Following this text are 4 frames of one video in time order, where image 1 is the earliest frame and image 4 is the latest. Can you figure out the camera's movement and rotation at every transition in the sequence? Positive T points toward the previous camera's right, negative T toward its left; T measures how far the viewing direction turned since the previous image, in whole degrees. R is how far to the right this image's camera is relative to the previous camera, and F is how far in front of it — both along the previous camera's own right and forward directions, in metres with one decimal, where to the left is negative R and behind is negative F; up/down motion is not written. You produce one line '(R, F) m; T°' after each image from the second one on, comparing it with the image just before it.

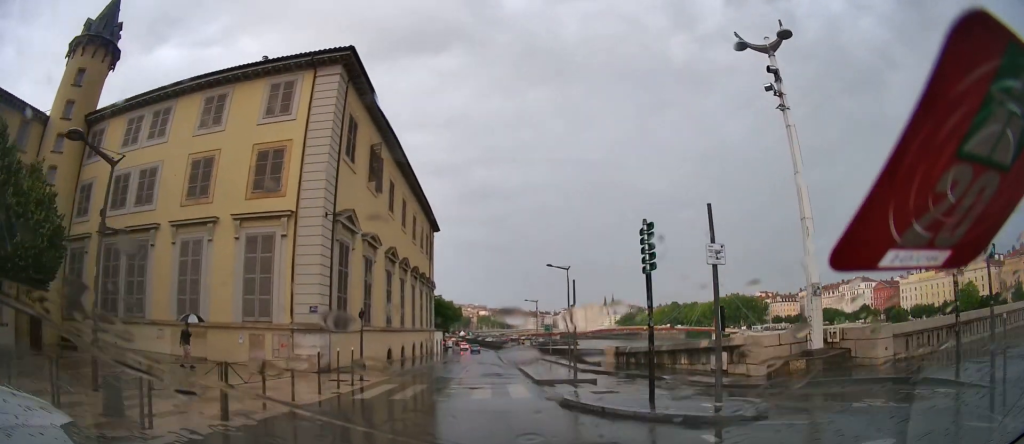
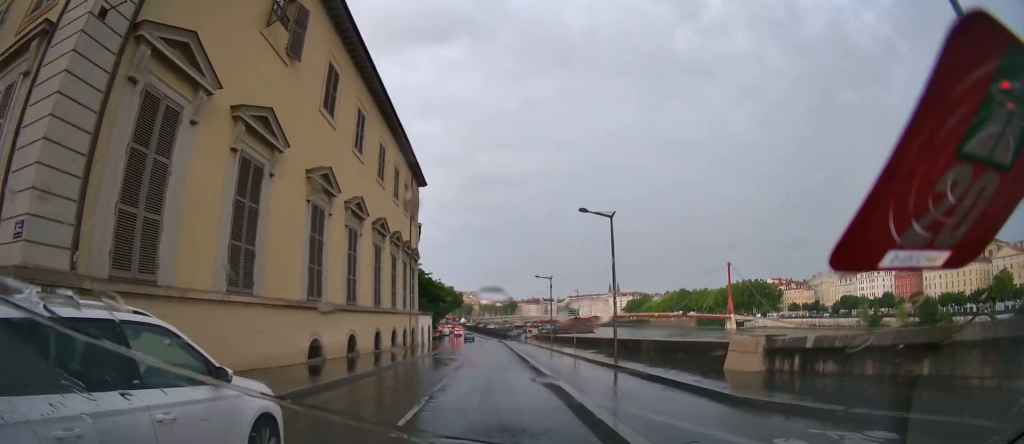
(+0.2, +15.0) m; 0°
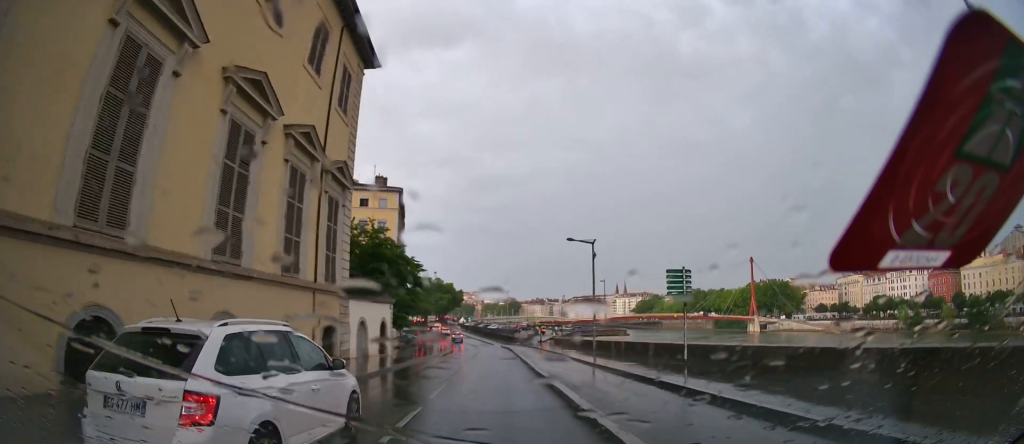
(-0.5, +22.6) m; -2°
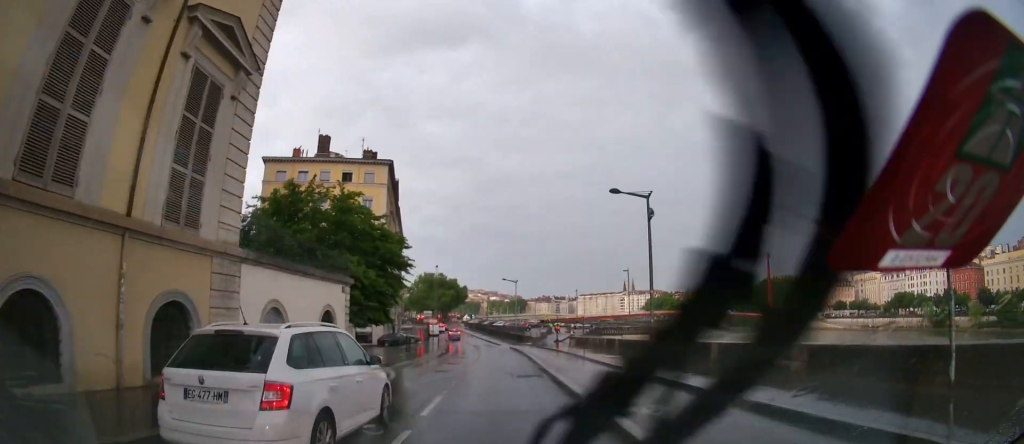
(0.0, +11.2) m; 0°
